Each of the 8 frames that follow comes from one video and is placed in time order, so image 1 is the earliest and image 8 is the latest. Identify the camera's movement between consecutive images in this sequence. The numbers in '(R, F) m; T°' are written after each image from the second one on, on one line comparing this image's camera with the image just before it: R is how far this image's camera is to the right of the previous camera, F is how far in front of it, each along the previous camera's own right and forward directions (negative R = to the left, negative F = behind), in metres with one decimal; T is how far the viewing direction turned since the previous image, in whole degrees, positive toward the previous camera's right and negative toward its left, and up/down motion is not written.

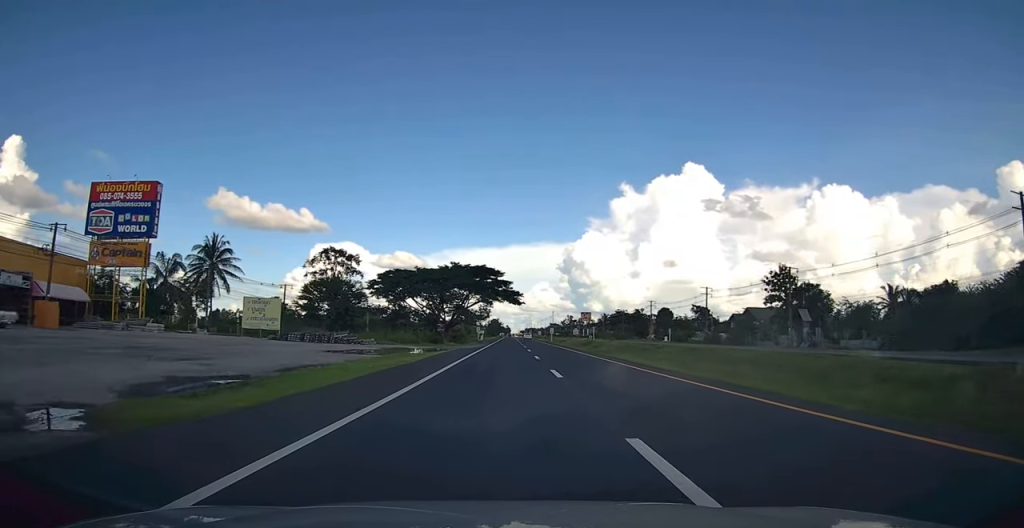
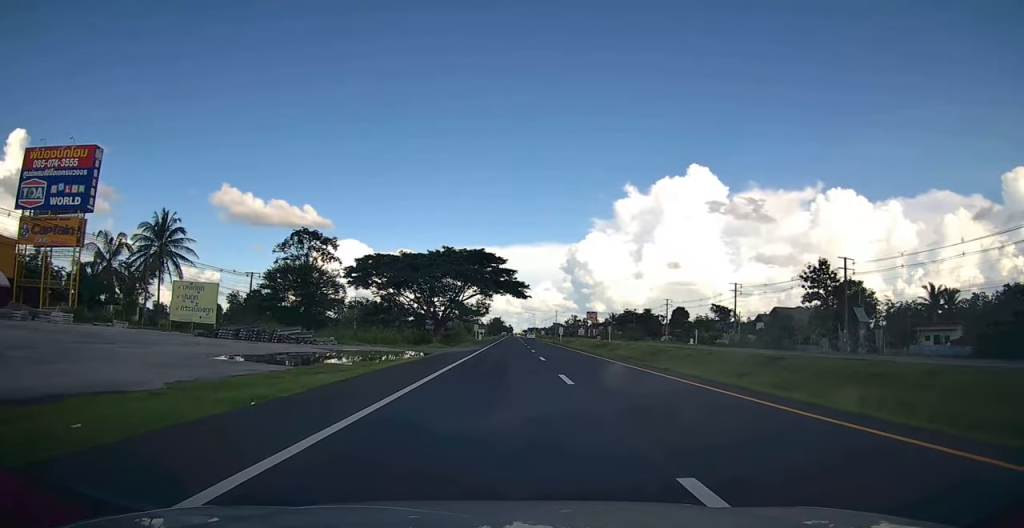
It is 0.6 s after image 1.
(0.0, +13.7) m; -1°
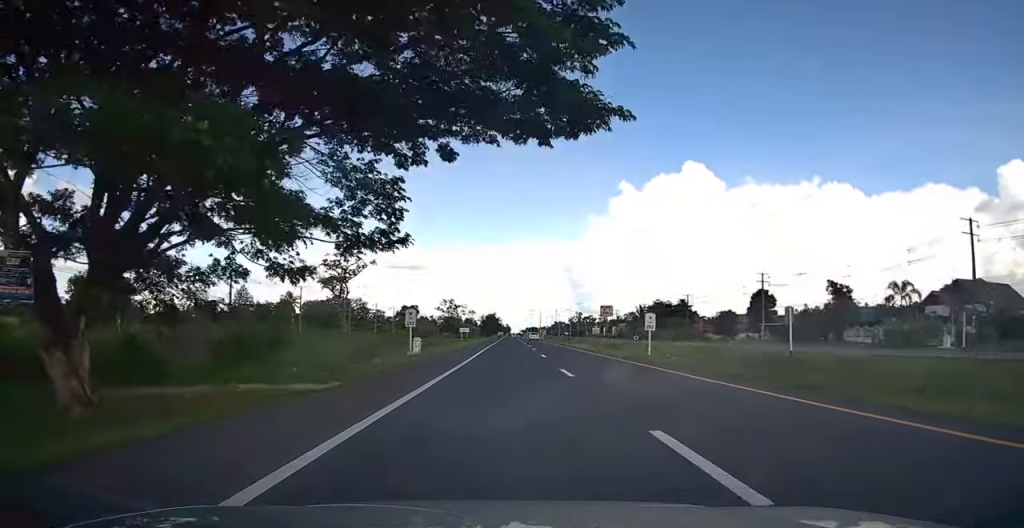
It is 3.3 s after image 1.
(+0.5, +58.1) m; +1°
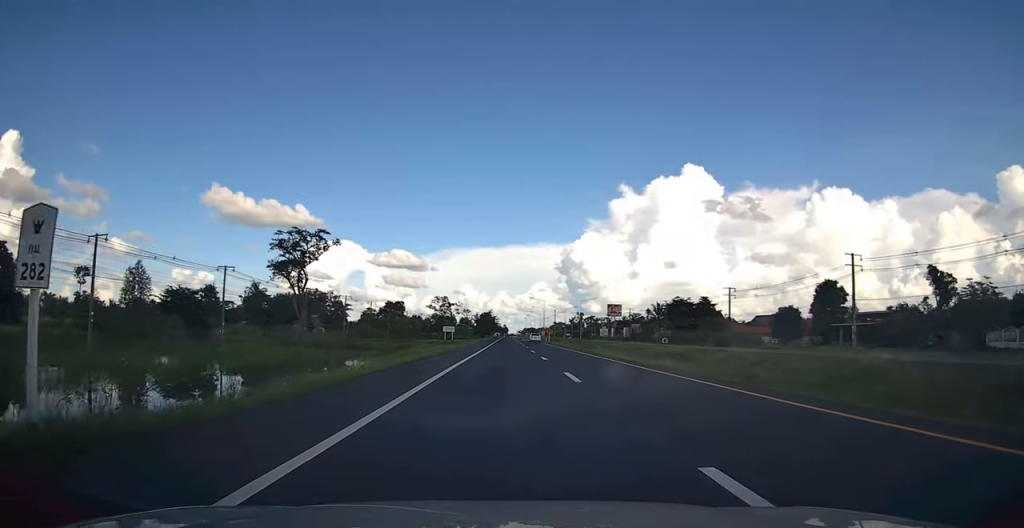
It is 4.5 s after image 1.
(-0.2, +26.1) m; -1°
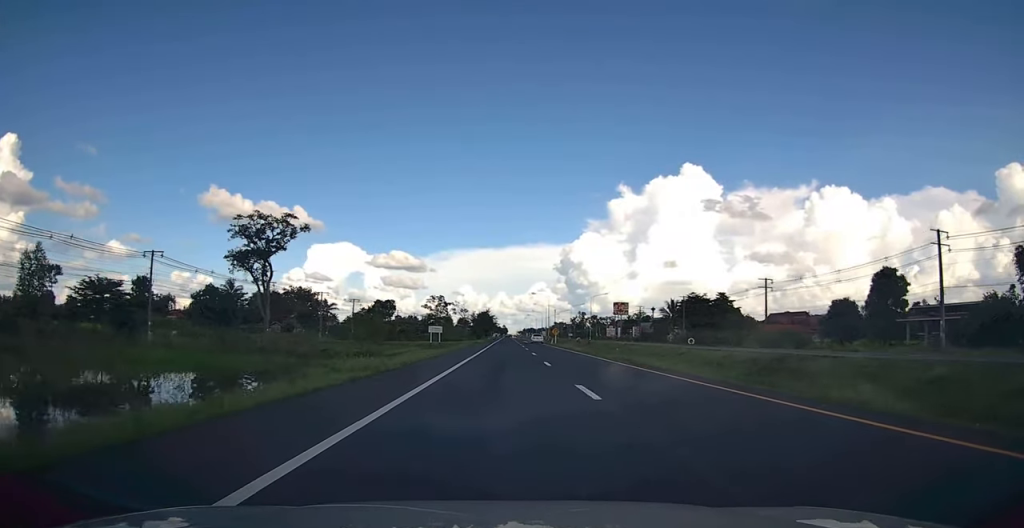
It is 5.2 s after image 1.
(0.0, +15.6) m; 0°
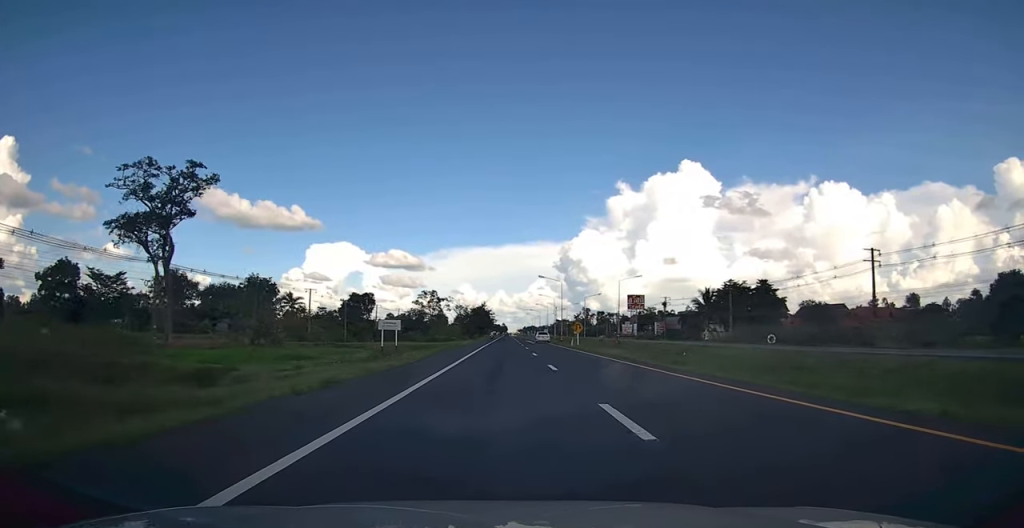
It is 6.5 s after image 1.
(+0.1, +28.7) m; 0°
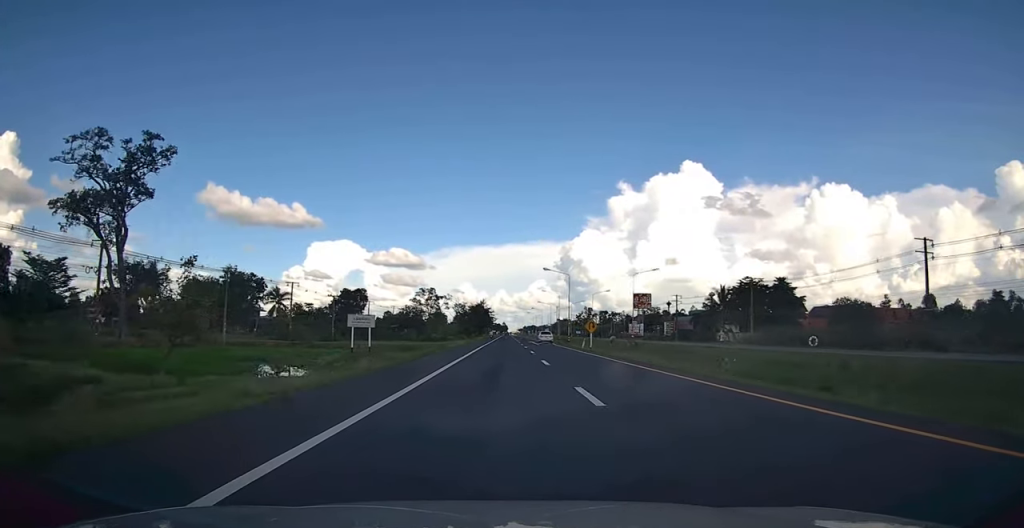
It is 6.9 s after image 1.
(0.0, +9.0) m; 0°
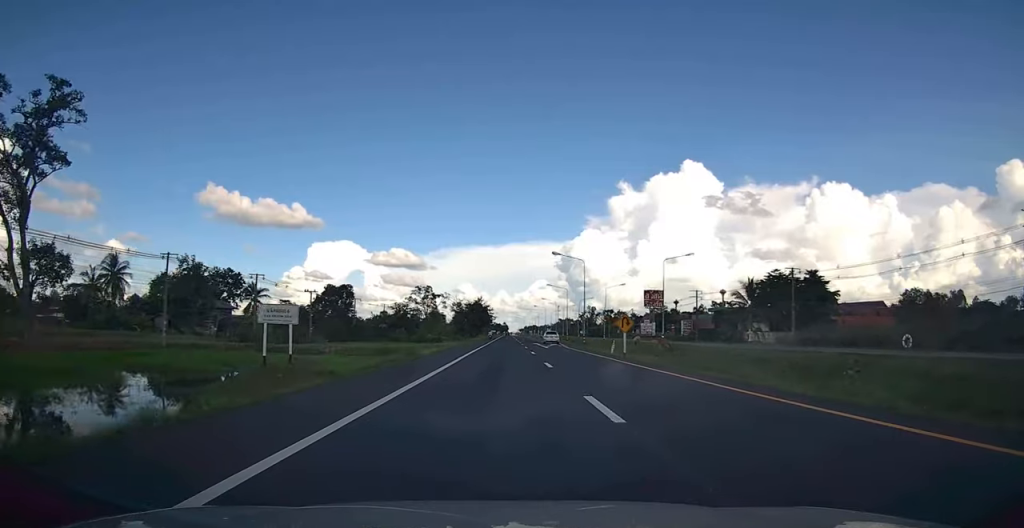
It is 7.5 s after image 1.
(0.0, +13.8) m; 0°
